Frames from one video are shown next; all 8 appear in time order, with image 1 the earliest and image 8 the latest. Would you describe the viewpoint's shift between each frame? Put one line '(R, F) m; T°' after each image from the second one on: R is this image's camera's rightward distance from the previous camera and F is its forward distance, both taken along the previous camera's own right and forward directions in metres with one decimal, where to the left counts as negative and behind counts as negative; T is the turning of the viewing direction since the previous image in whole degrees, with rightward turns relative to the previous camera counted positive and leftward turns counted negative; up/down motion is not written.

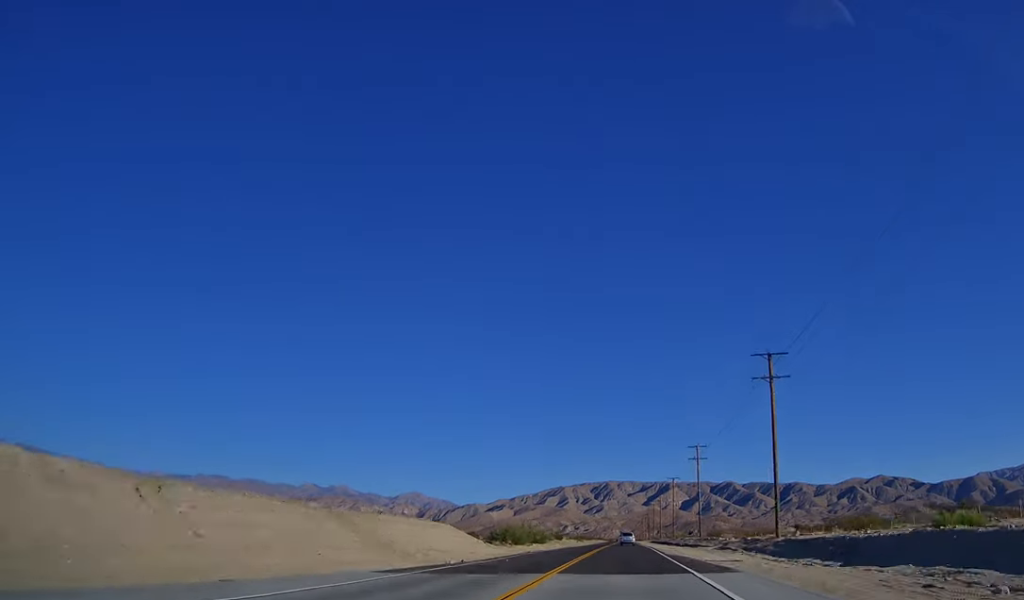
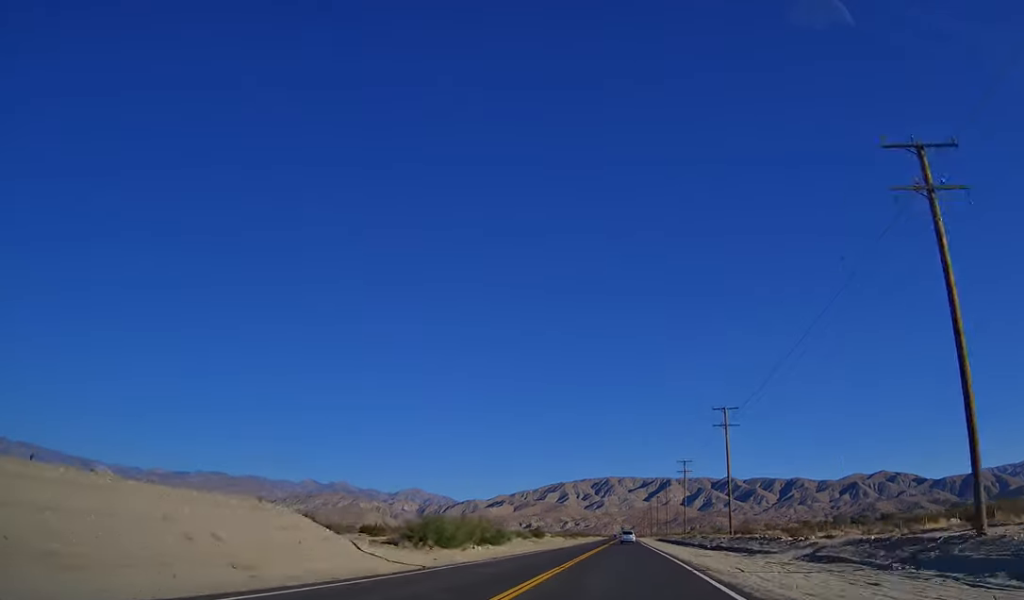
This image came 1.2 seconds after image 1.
(-0.1, +29.2) m; 0°
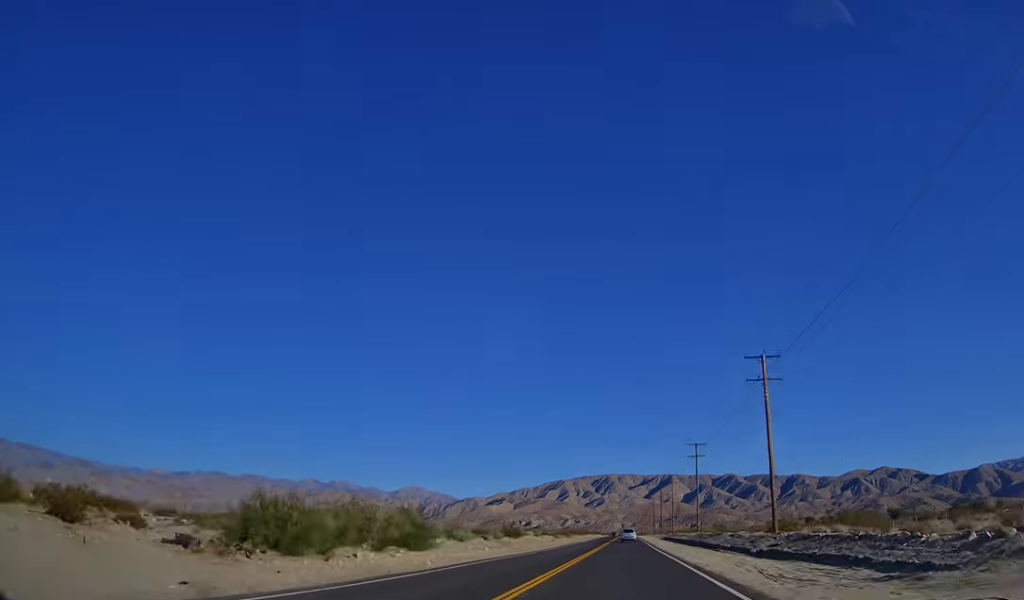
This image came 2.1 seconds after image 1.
(-0.3, +21.1) m; 0°
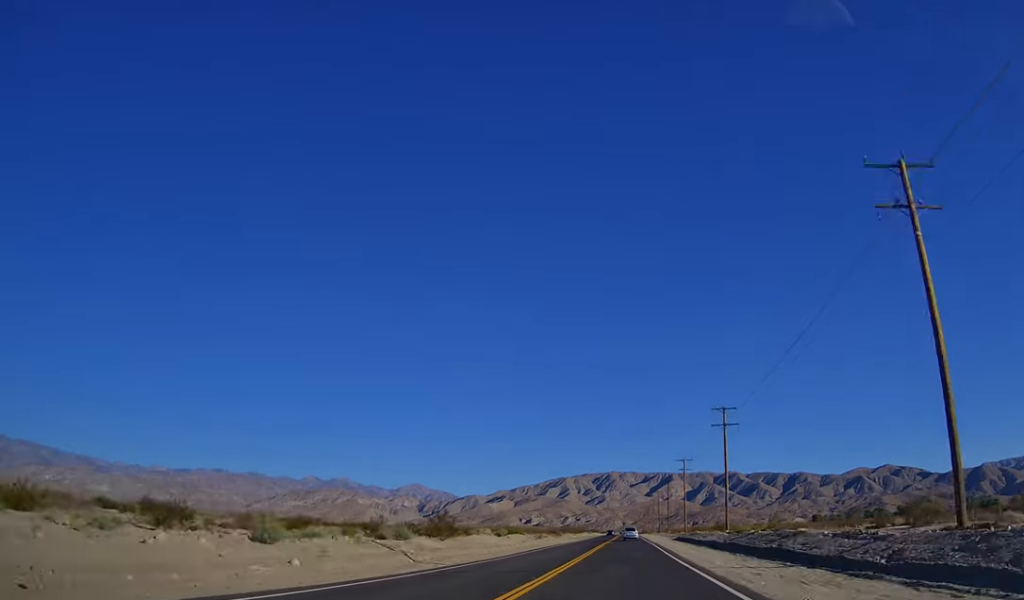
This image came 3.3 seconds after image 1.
(-0.1, +29.3) m; 0°
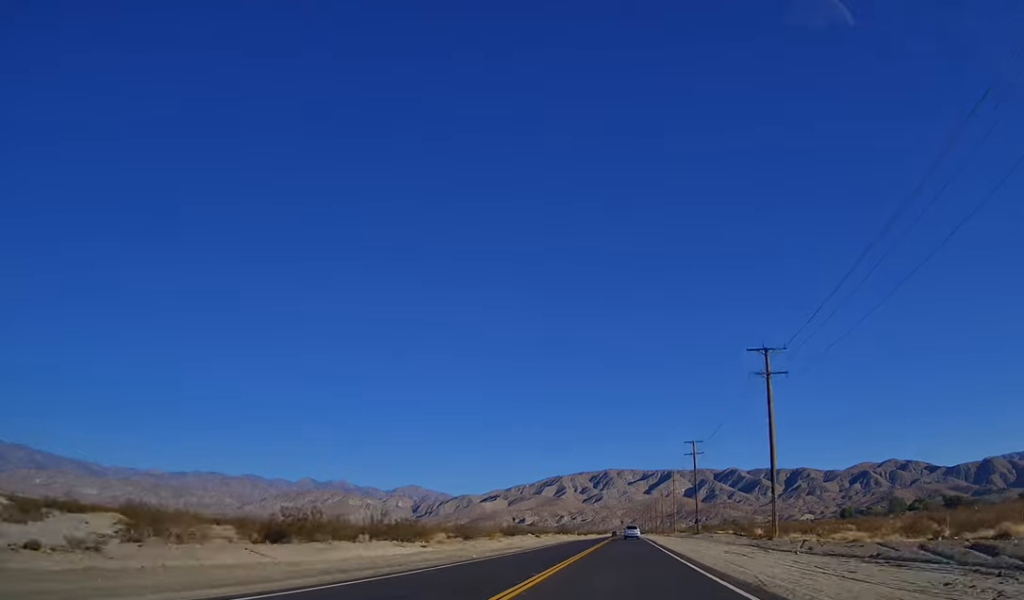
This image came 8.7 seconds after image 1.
(+0.5, +133.2) m; 0°
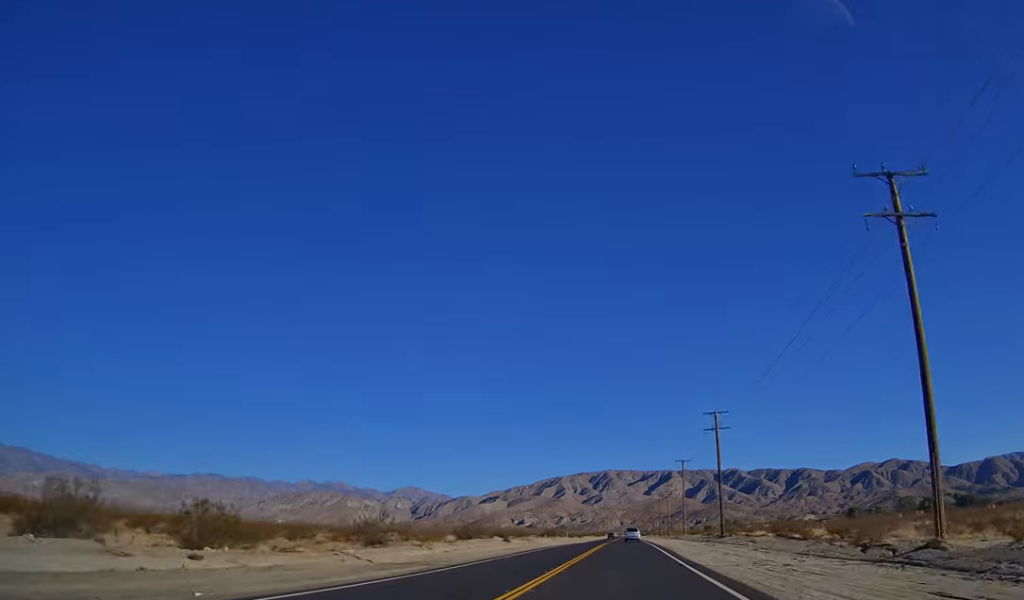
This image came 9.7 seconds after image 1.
(0.0, +26.7) m; 0°
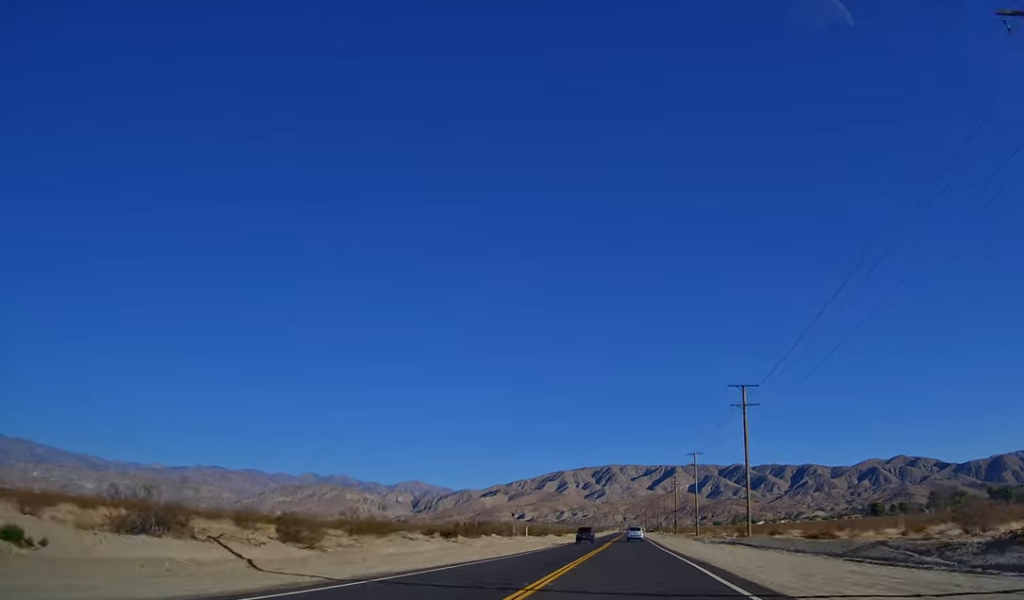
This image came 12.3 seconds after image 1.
(0.0, +65.5) m; 0°
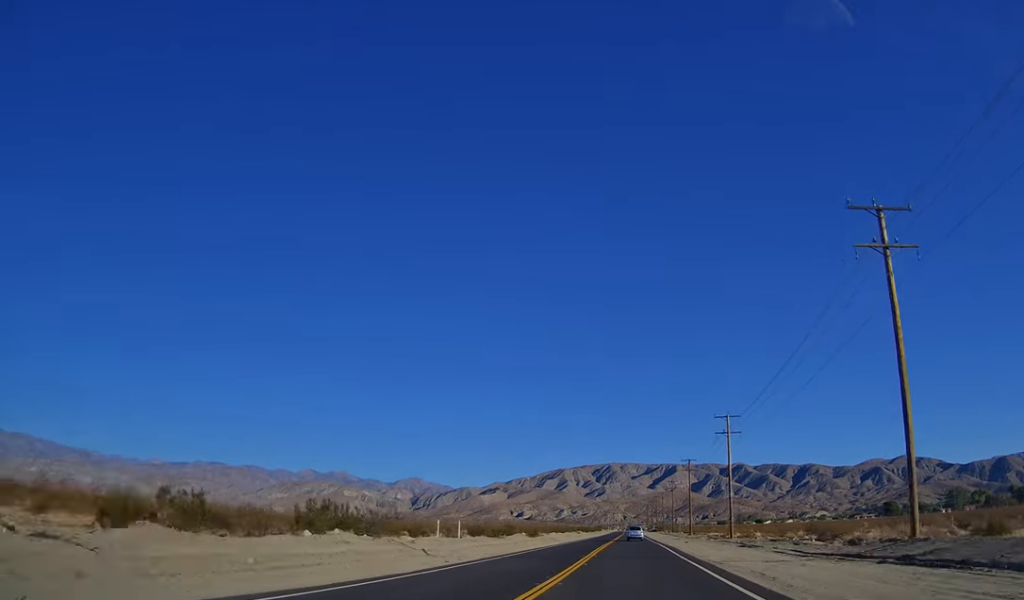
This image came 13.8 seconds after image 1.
(0.0, +37.2) m; 0°
